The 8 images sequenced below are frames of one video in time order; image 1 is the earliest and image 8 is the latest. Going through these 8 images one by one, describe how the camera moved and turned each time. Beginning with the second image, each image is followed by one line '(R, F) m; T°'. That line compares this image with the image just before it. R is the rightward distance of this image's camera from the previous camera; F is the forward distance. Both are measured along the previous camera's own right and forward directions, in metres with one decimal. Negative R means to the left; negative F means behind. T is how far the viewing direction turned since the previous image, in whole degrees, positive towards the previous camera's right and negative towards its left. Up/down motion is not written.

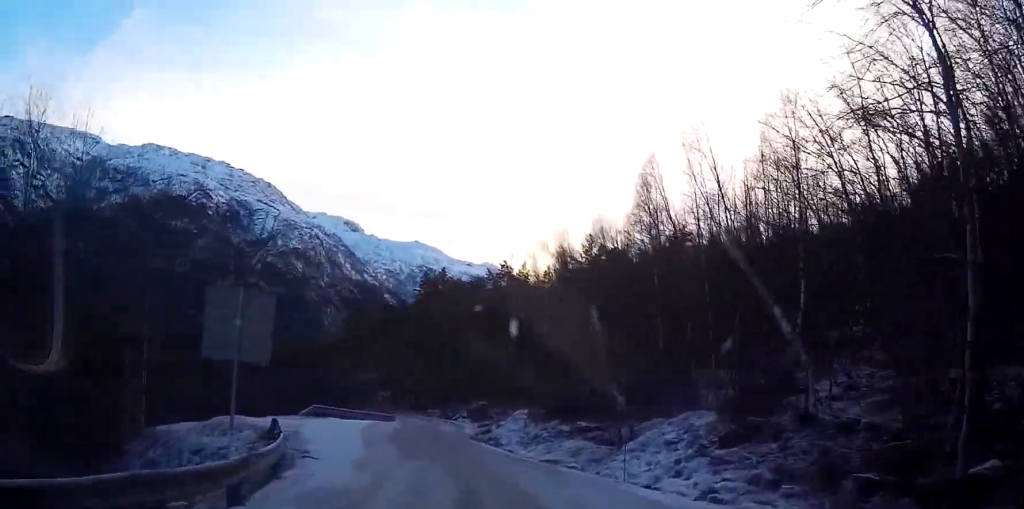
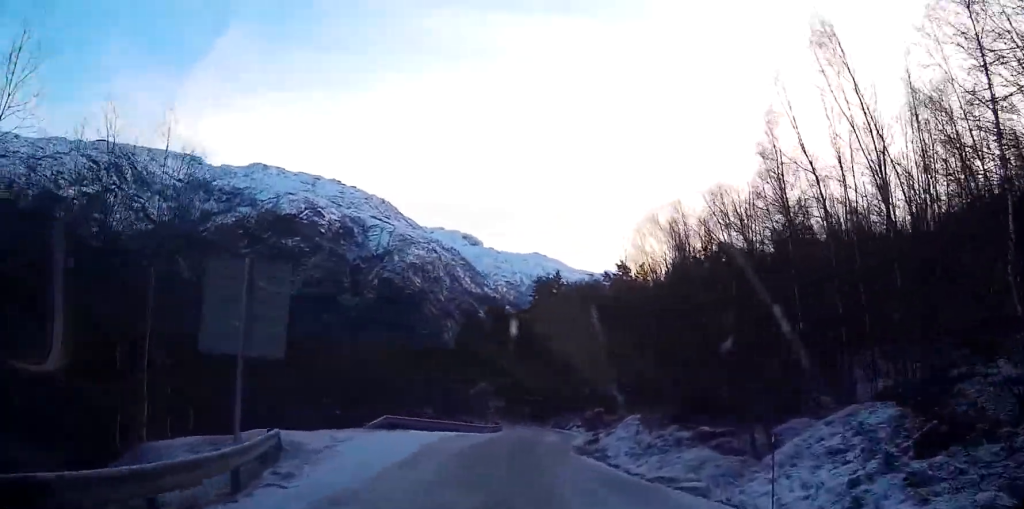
(-0.5, +6.6) m; -8°
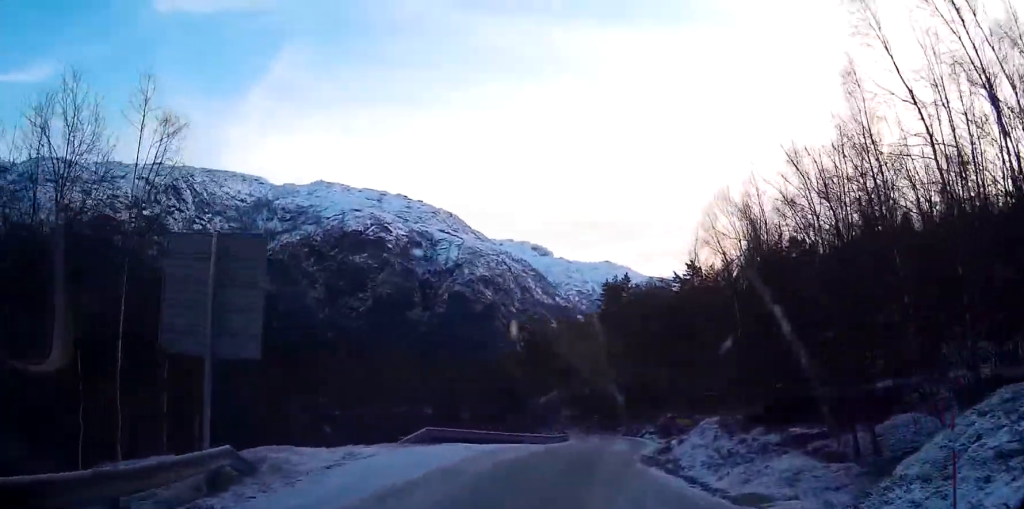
(-0.1, +4.4) m; -5°
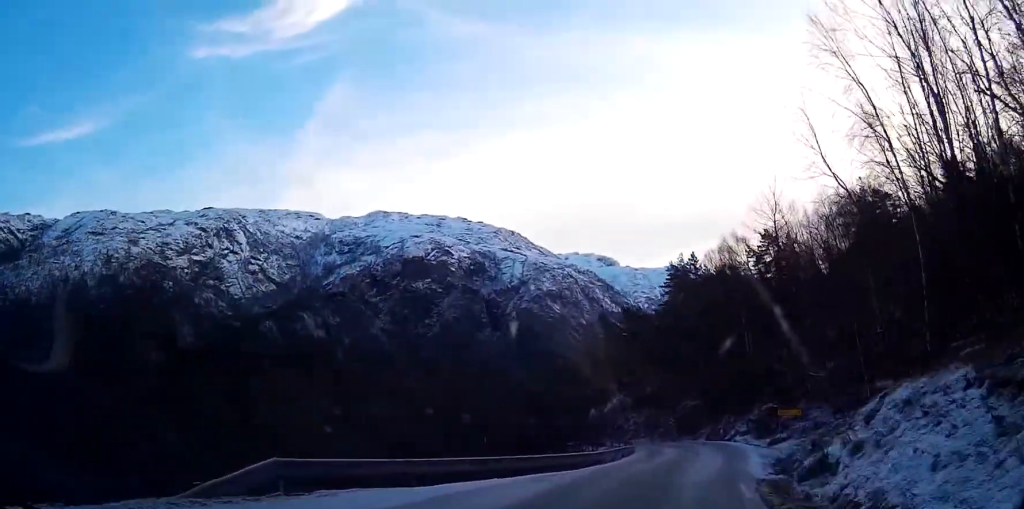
(-1.8, +17.5) m; -6°
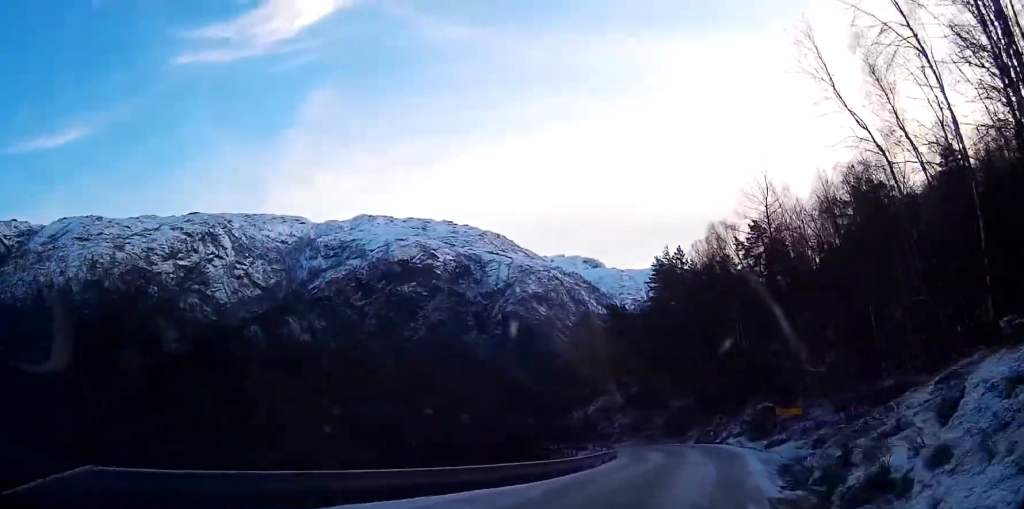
(0.0, +4.6) m; +1°
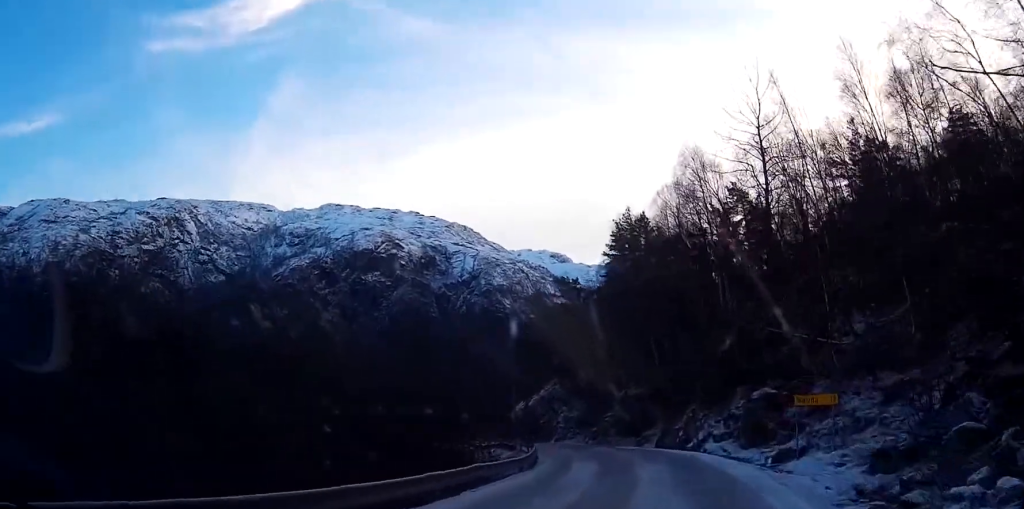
(+0.4, +16.2) m; +2°
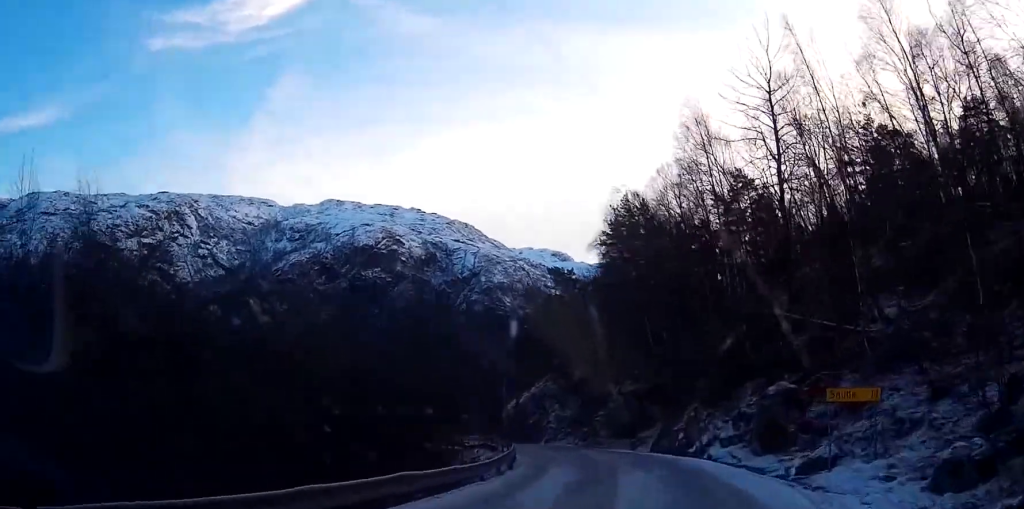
(0.0, +5.2) m; 0°
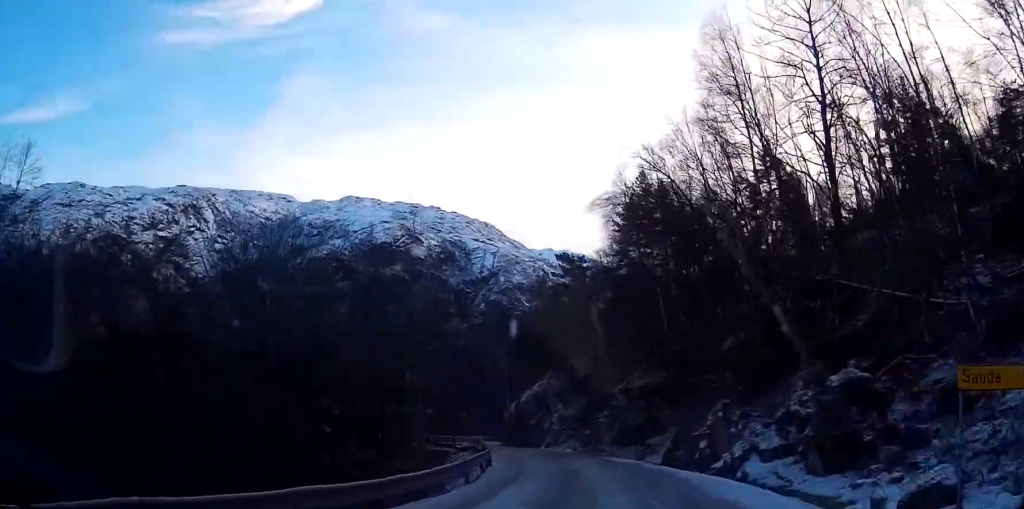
(+0.1, +8.0) m; -1°
